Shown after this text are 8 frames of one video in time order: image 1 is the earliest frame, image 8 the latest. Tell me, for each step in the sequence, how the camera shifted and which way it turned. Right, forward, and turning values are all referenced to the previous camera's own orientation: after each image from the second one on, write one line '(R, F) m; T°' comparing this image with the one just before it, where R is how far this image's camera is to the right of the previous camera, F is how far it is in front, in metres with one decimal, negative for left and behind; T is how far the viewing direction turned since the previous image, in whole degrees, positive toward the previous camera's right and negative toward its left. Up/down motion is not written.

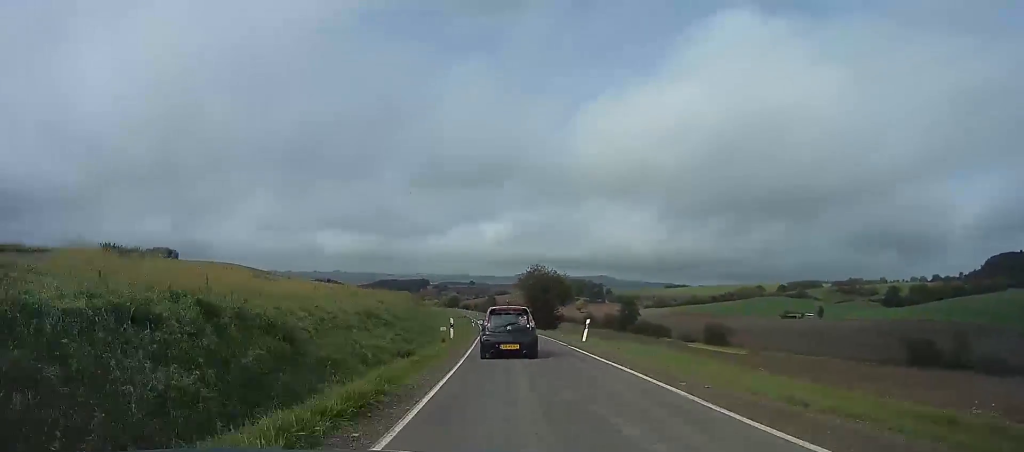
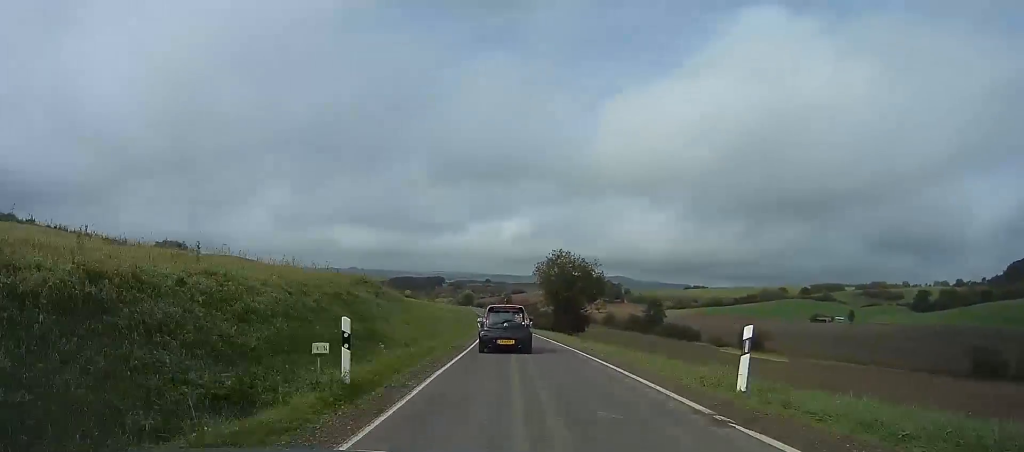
(0.0, +14.9) m; -1°
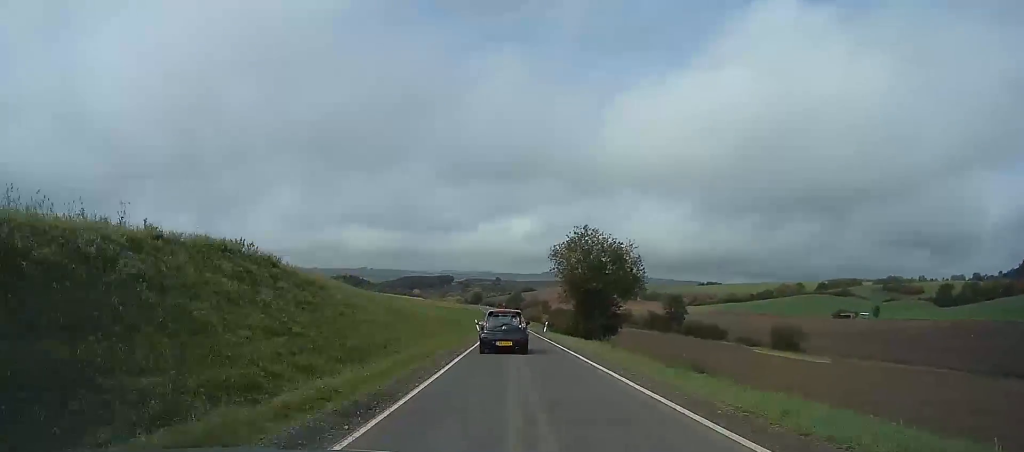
(-0.2, +13.6) m; -2°
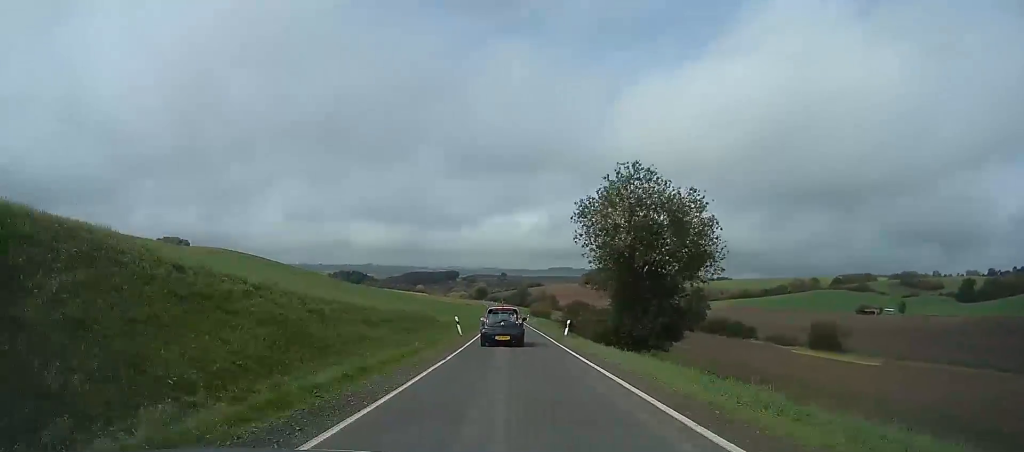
(-0.4, +16.9) m; -1°
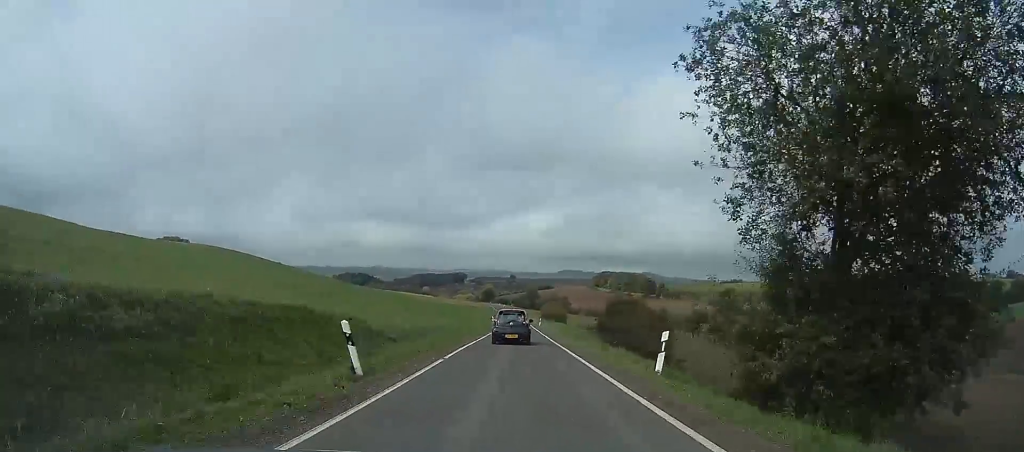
(-0.2, +18.1) m; 0°
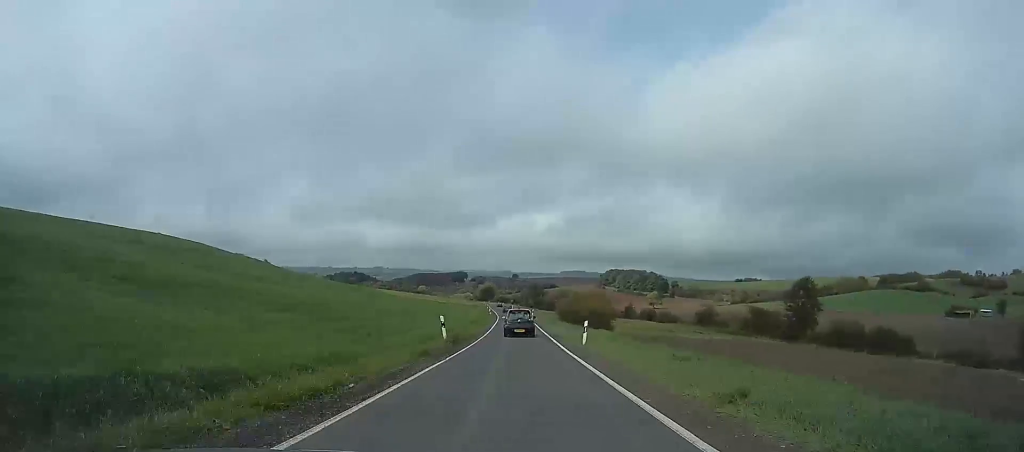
(+0.6, +35.3) m; 0°
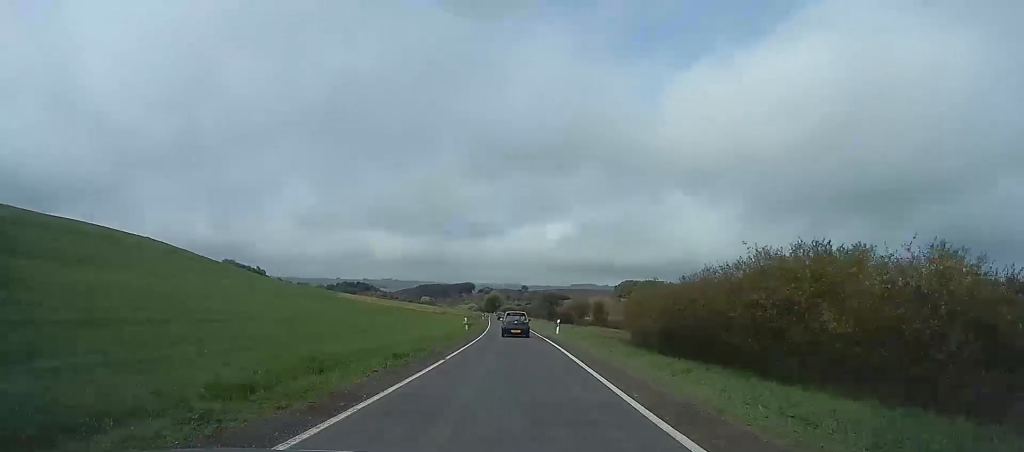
(-0.8, +33.9) m; -1°
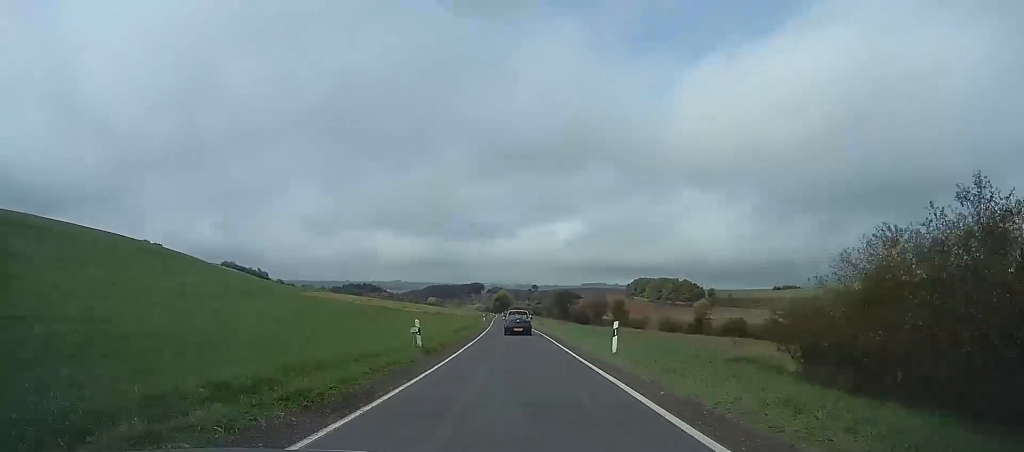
(0.0, +16.0) m; 0°
